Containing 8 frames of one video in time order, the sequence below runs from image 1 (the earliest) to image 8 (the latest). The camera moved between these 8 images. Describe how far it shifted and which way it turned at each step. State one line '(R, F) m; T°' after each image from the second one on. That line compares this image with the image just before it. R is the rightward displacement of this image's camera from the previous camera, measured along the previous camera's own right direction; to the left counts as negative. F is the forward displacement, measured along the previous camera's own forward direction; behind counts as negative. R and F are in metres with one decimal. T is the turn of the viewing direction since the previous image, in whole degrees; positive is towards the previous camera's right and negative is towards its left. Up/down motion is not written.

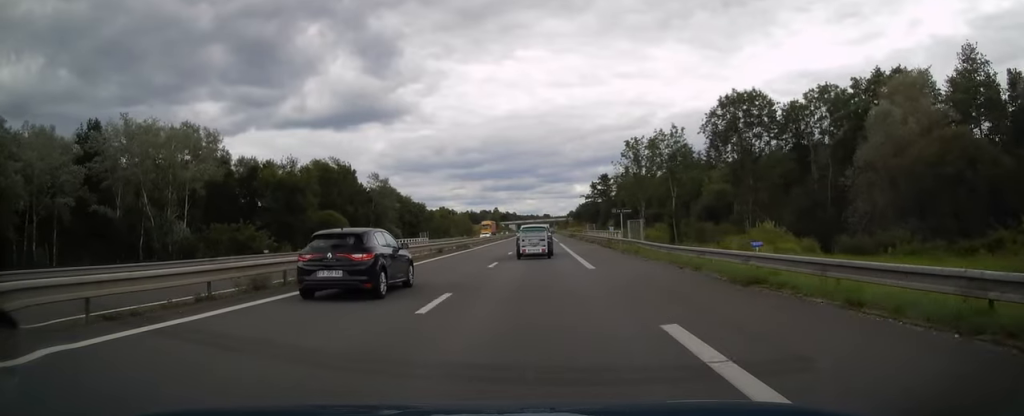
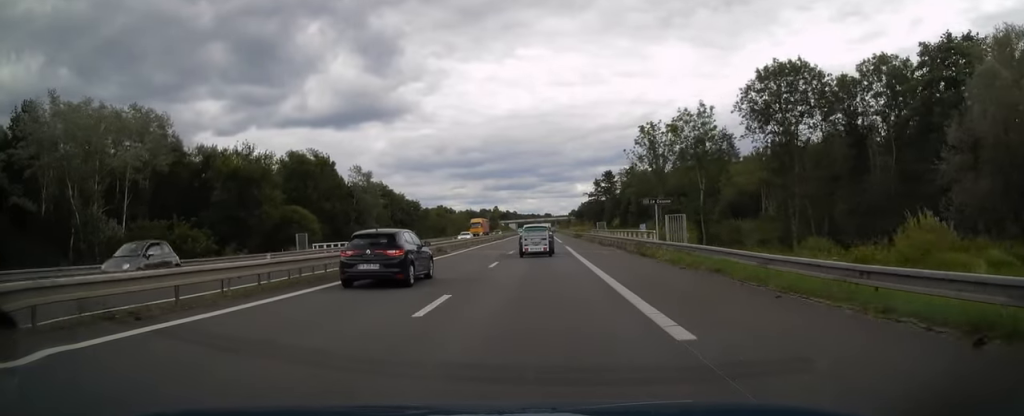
(0.0, +13.3) m; 0°
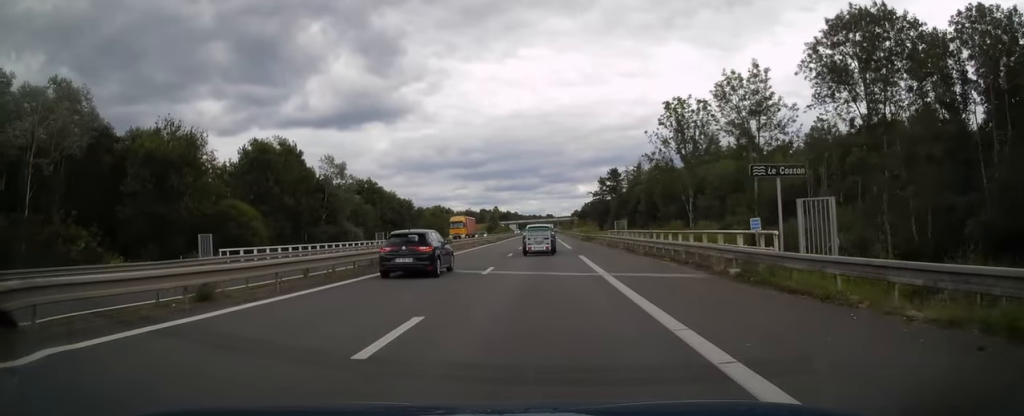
(0.0, +16.2) m; 0°
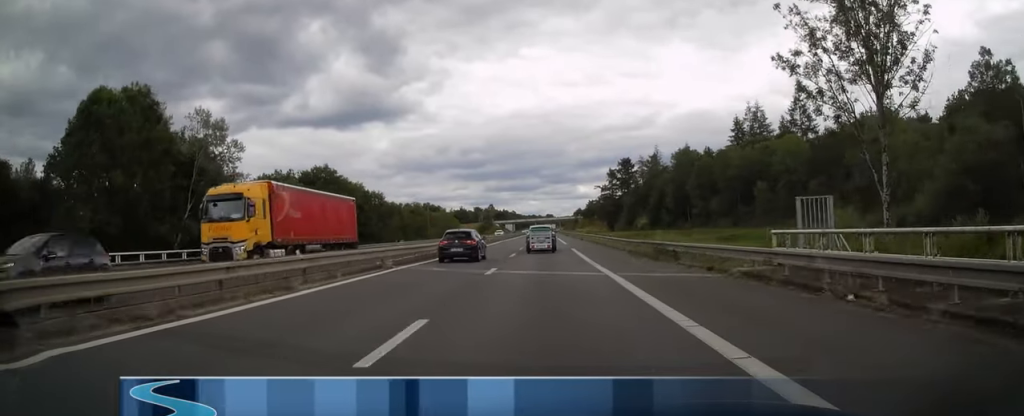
(0.0, +39.3) m; 0°
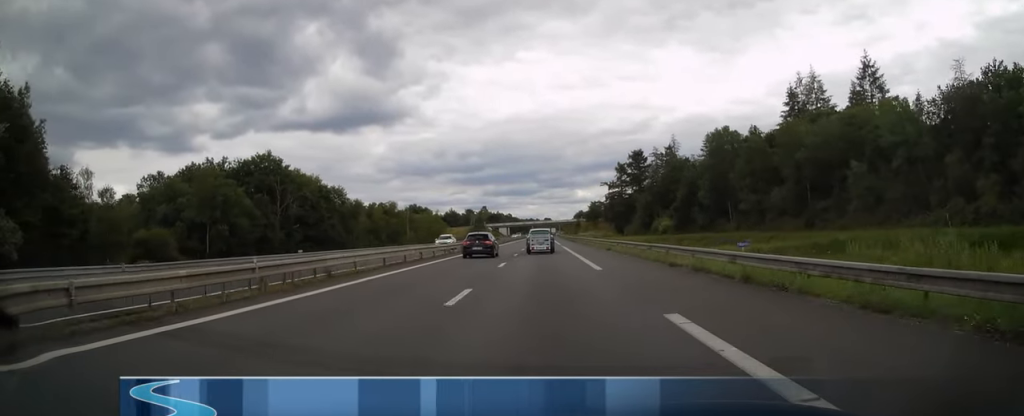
(0.0, +33.4) m; 0°
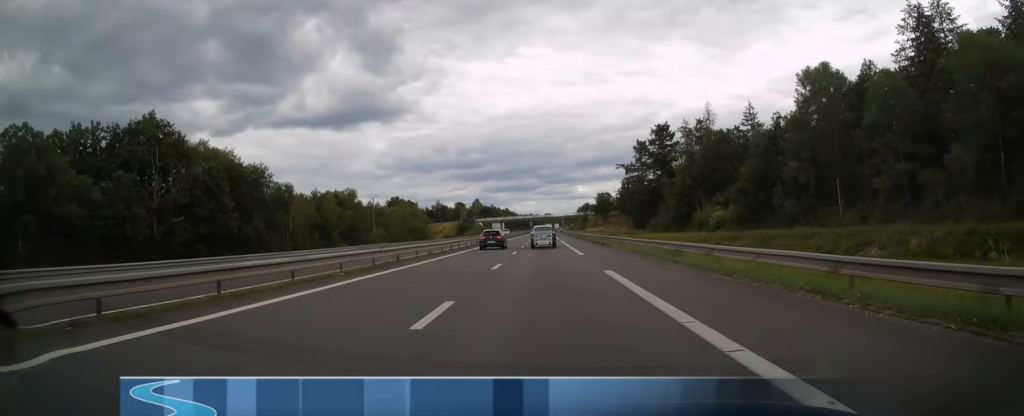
(0.0, +41.7) m; 0°
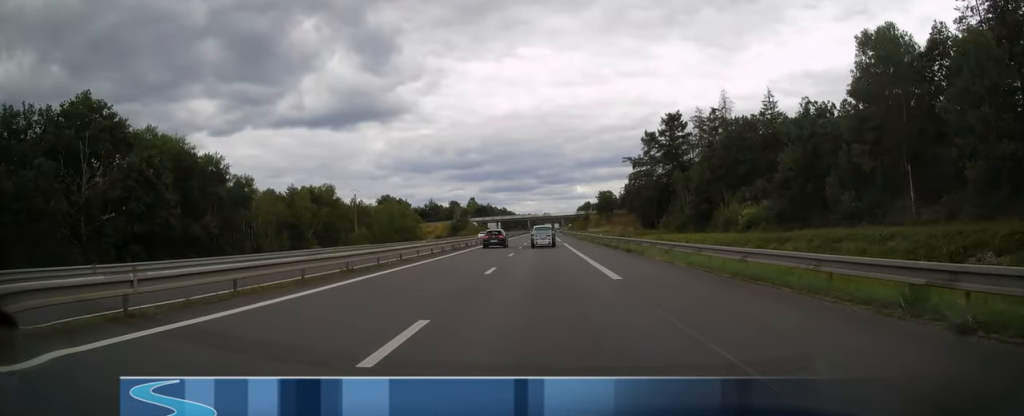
(0.0, +15.2) m; 0°
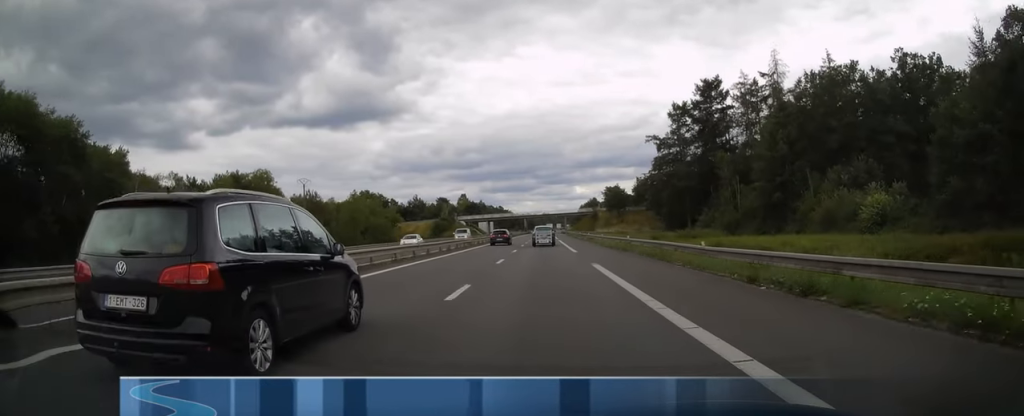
(0.0, +32.8) m; 0°
